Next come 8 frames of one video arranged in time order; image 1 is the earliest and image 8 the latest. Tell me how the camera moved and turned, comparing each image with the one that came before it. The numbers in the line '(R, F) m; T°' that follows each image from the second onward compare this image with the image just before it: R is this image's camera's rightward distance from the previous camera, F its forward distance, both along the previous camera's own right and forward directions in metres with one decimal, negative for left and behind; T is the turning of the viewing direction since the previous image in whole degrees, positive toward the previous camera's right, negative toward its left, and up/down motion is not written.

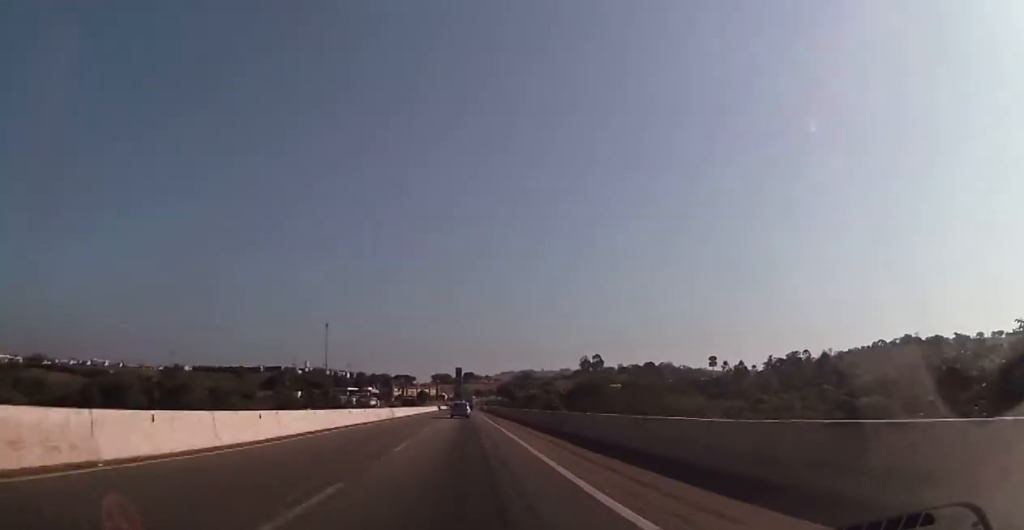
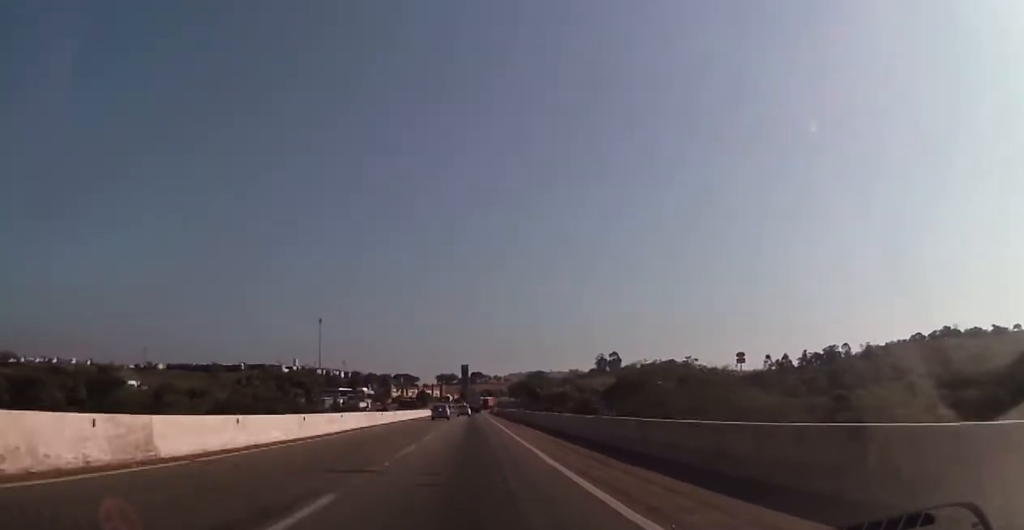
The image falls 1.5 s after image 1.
(0.0, +45.9) m; +1°
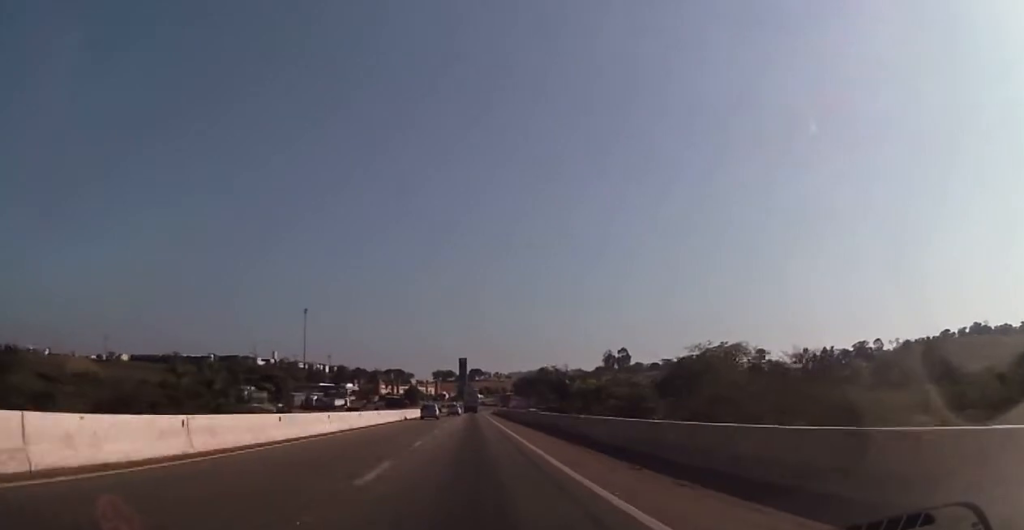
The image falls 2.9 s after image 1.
(+0.2, +40.5) m; -1°
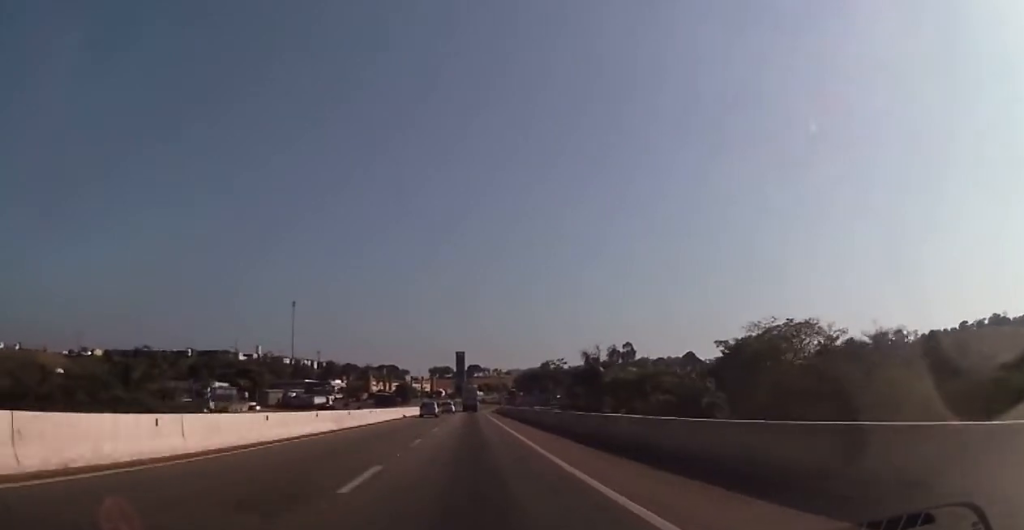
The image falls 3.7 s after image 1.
(-0.2, +24.4) m; -1°
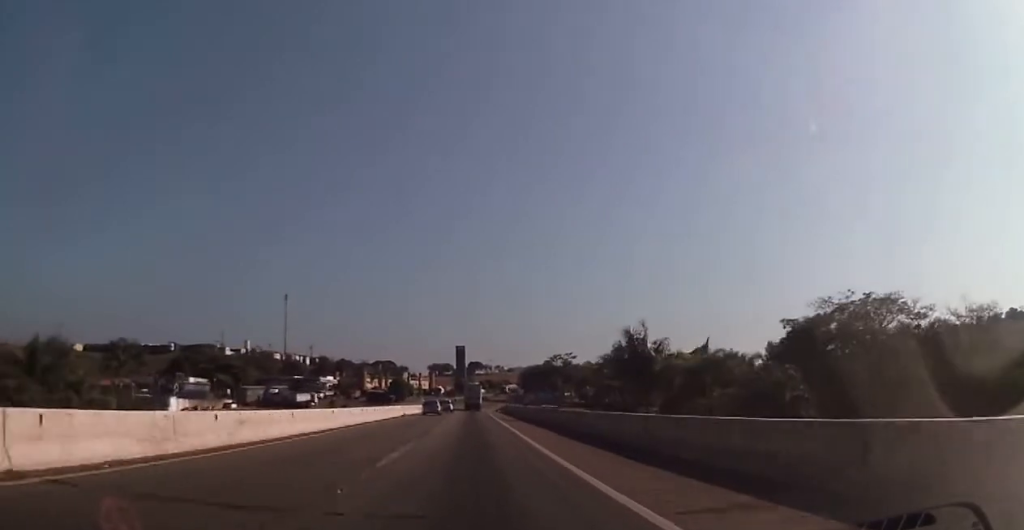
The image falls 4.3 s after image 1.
(0.0, +18.3) m; 0°
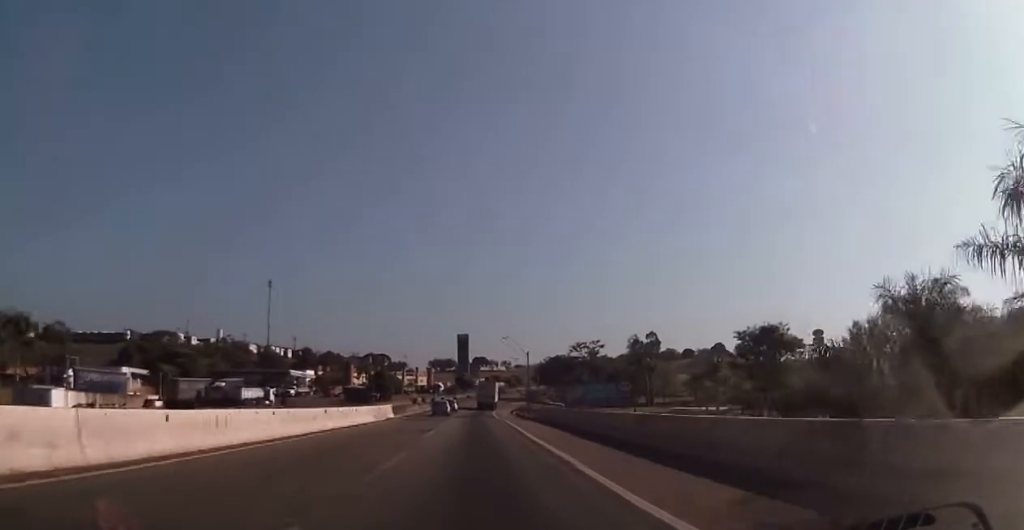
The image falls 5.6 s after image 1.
(0.0, +39.7) m; 0°
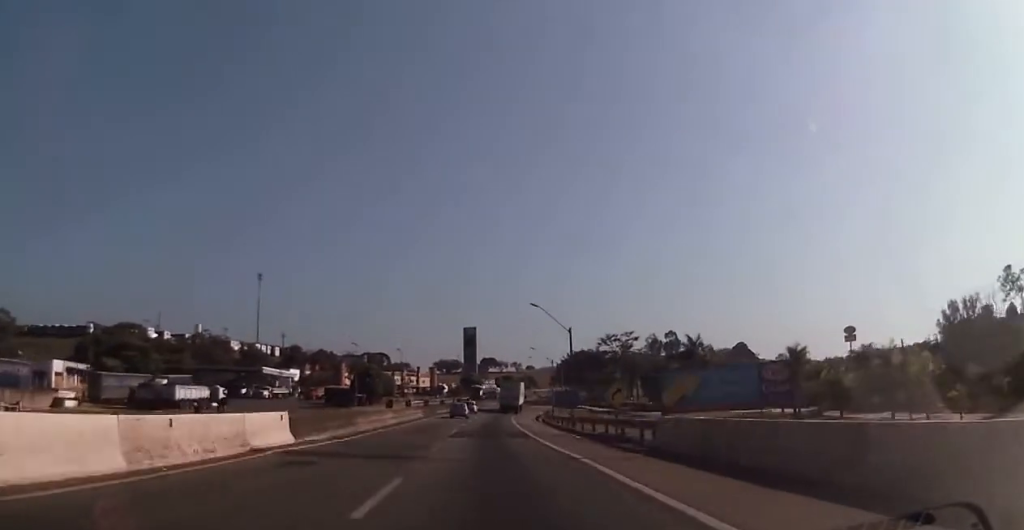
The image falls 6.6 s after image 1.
(0.0, +30.1) m; 0°
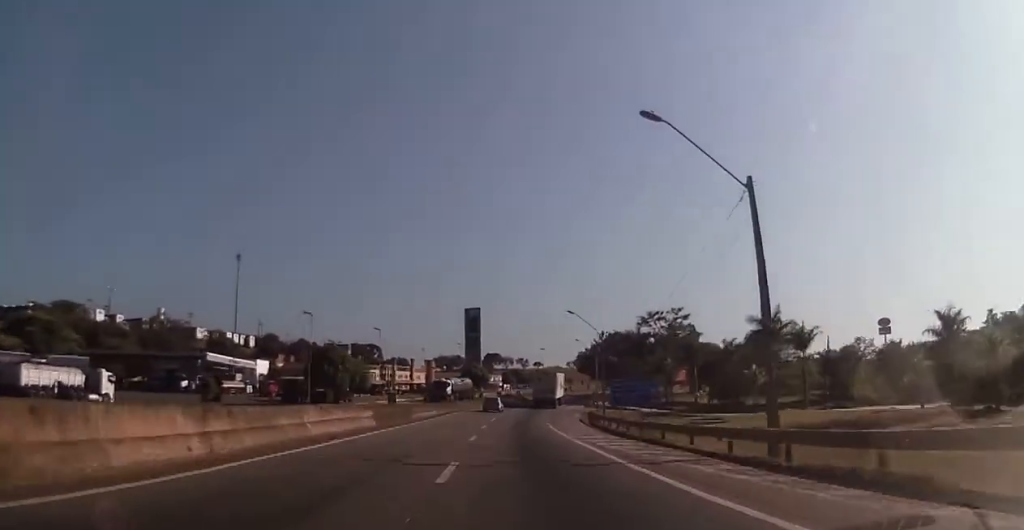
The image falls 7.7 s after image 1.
(-0.1, +34.4) m; -1°
